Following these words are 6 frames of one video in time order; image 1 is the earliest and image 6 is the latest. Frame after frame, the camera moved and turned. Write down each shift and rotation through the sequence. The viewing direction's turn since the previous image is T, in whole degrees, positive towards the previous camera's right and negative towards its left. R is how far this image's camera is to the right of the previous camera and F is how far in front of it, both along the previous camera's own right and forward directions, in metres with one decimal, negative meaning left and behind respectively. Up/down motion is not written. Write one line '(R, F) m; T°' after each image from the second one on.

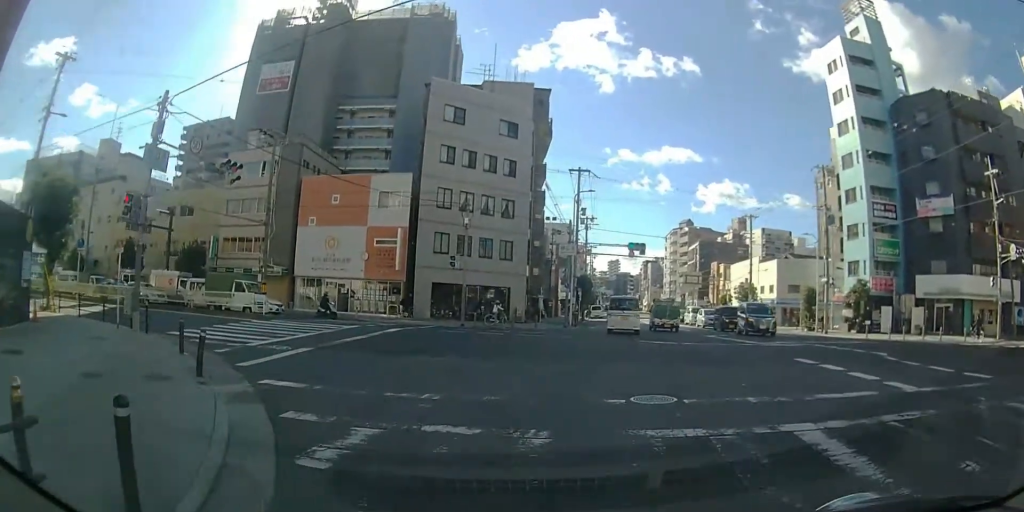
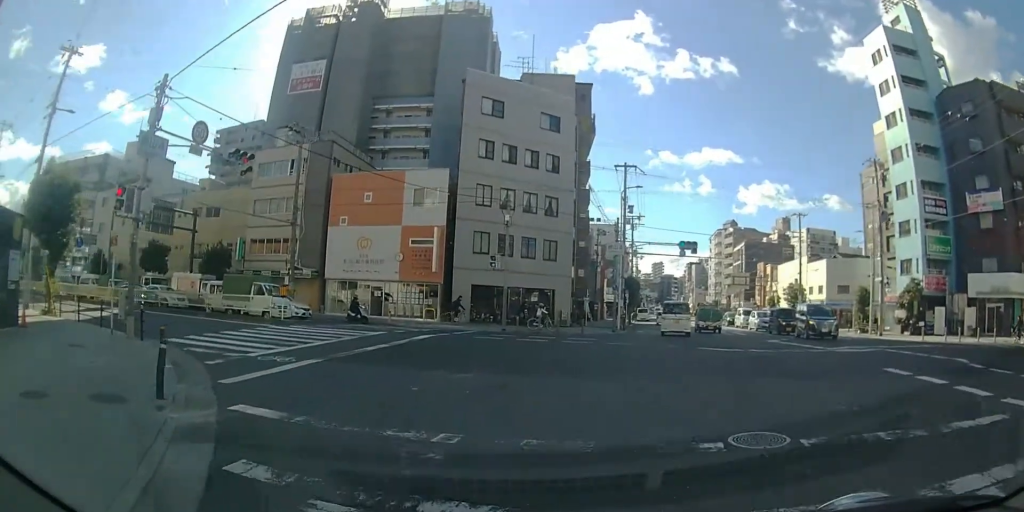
(-0.2, +2.5) m; -3°
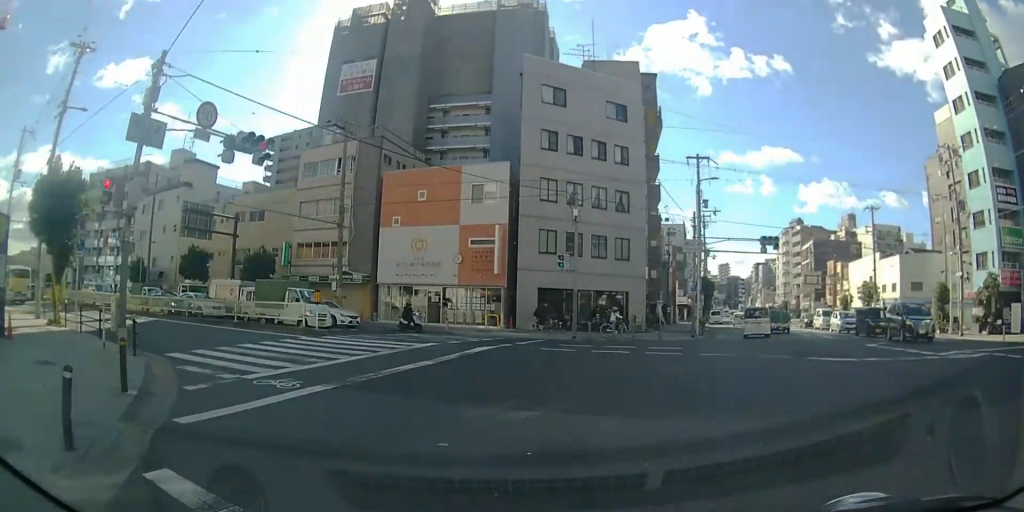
(-0.1, +3.4) m; -5°
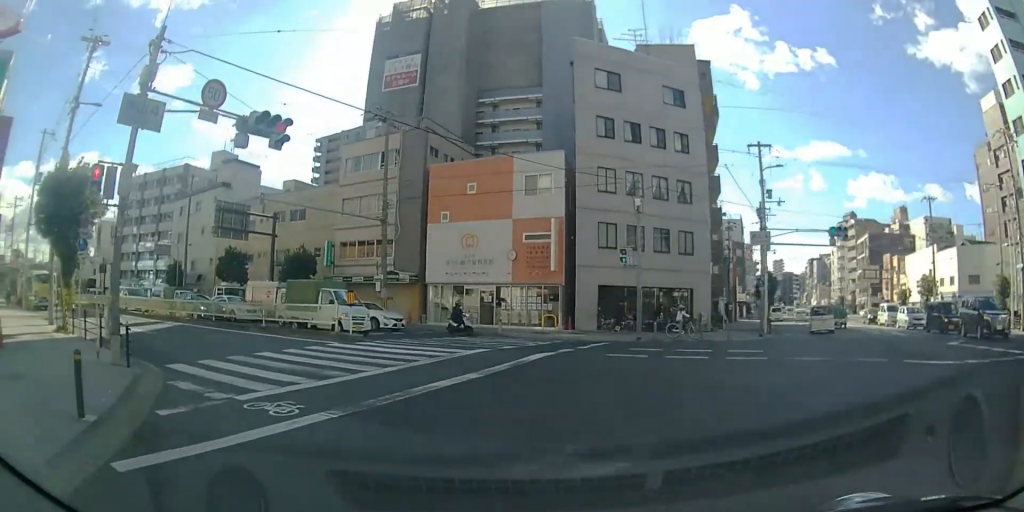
(0.0, +2.6) m; -8°
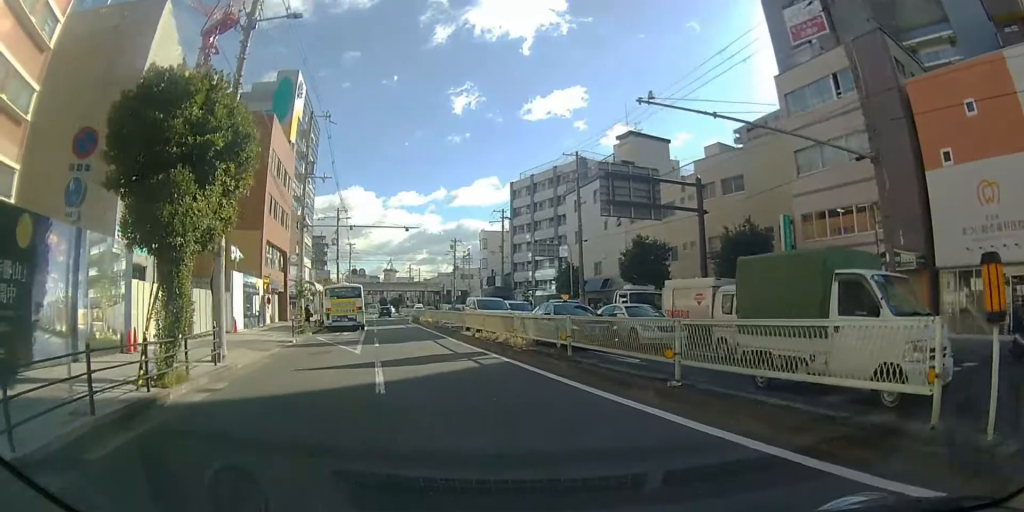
(-5.8, +10.6) m; -69°
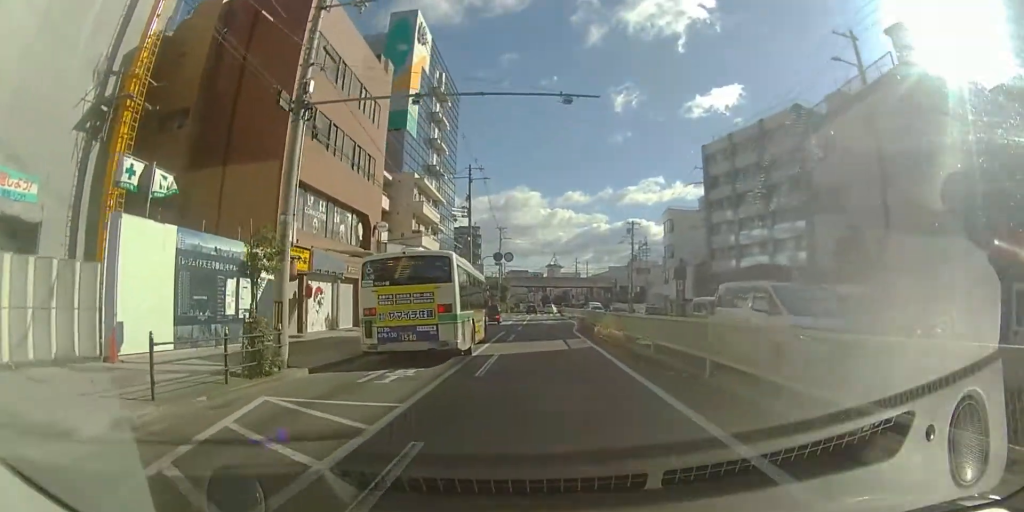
(-3.6, +16.6) m; -13°
